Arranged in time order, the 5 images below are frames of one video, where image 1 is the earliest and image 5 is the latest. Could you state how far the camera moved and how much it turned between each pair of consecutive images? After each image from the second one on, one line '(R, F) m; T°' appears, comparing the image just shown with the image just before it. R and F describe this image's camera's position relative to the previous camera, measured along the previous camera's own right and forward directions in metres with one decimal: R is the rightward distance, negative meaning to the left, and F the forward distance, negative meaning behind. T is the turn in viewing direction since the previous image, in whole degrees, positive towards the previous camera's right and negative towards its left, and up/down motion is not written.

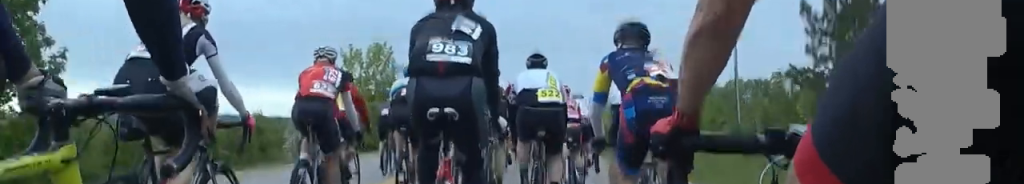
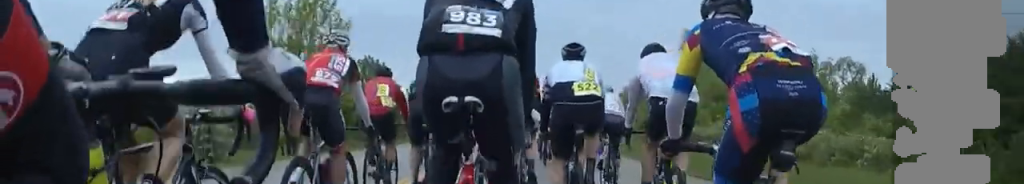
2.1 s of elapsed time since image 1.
(0.0, +17.4) m; -3°
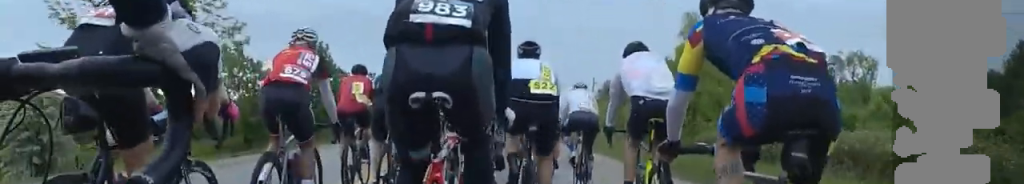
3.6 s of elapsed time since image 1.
(-1.0, +12.0) m; +2°
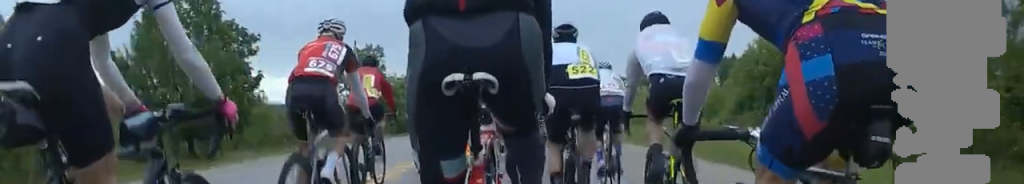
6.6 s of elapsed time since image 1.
(+1.8, +26.8) m; +2°
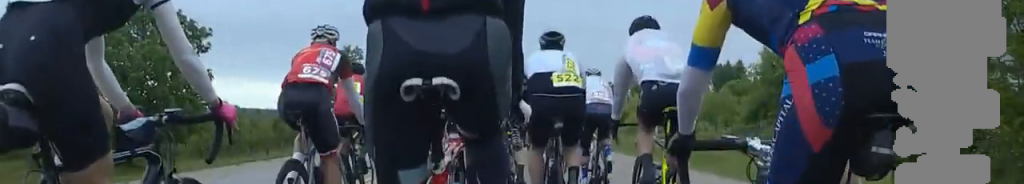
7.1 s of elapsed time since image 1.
(-0.4, +4.9) m; 0°
